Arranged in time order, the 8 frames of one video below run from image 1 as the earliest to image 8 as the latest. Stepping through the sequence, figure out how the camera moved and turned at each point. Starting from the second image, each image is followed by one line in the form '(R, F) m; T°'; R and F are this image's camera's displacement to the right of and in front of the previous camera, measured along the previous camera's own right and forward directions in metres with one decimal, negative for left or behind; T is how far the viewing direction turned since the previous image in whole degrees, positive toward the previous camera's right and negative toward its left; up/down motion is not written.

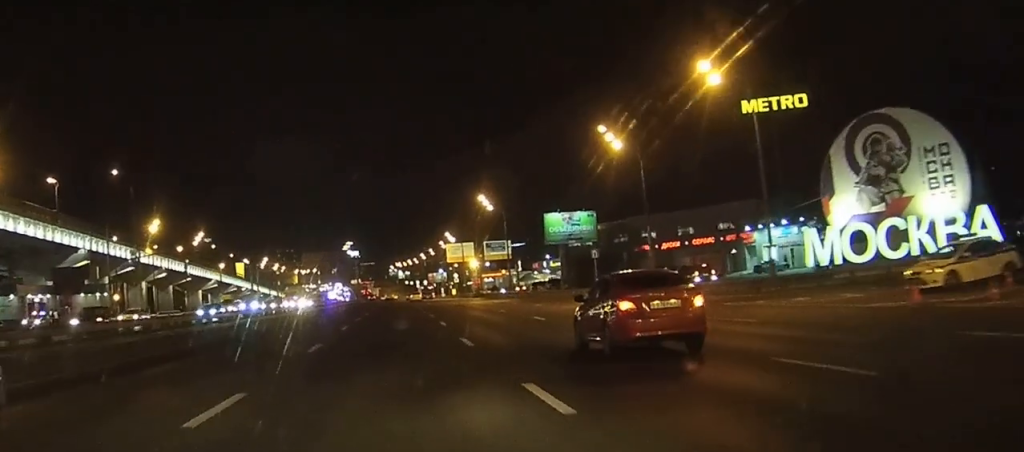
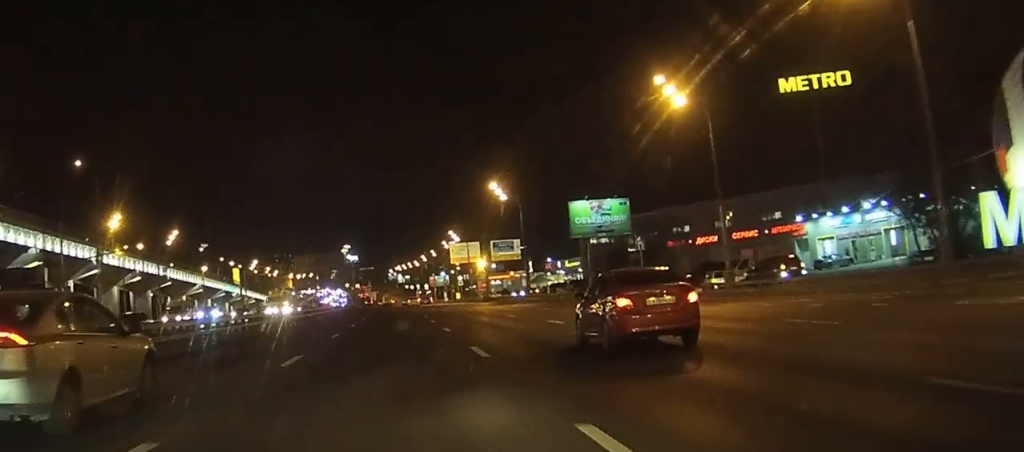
(0.0, +16.0) m; 0°
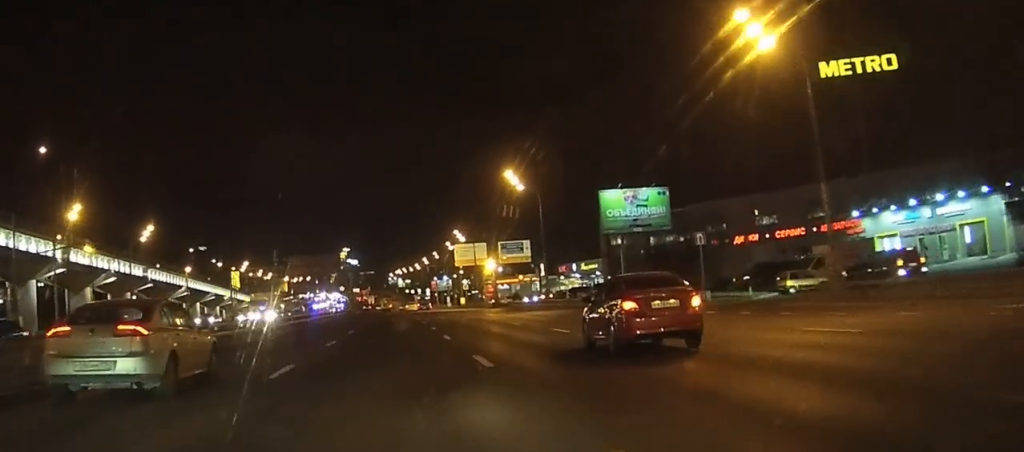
(0.0, +13.3) m; 0°
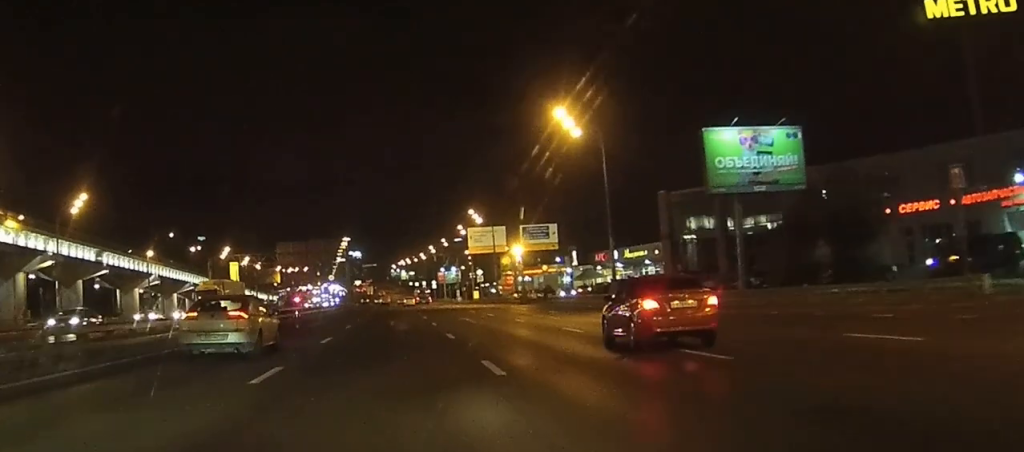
(+0.1, +26.0) m; 0°
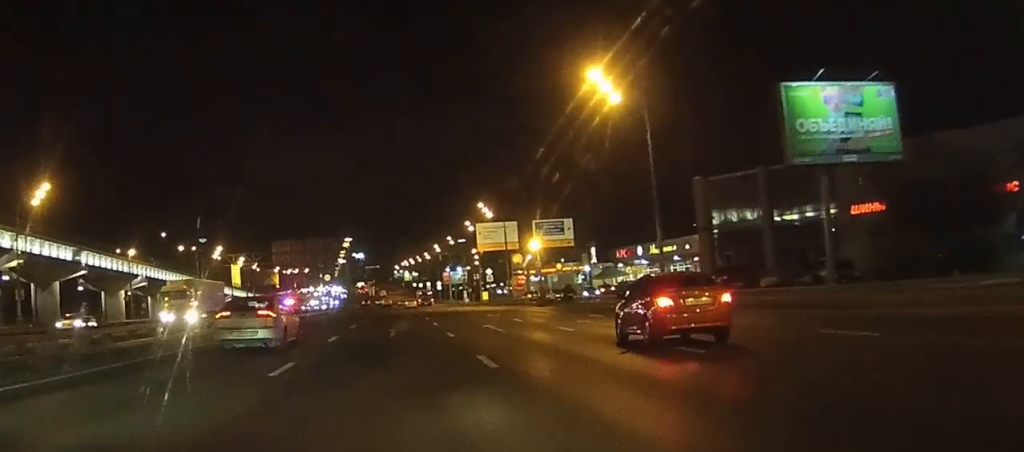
(0.0, +10.6) m; 0°
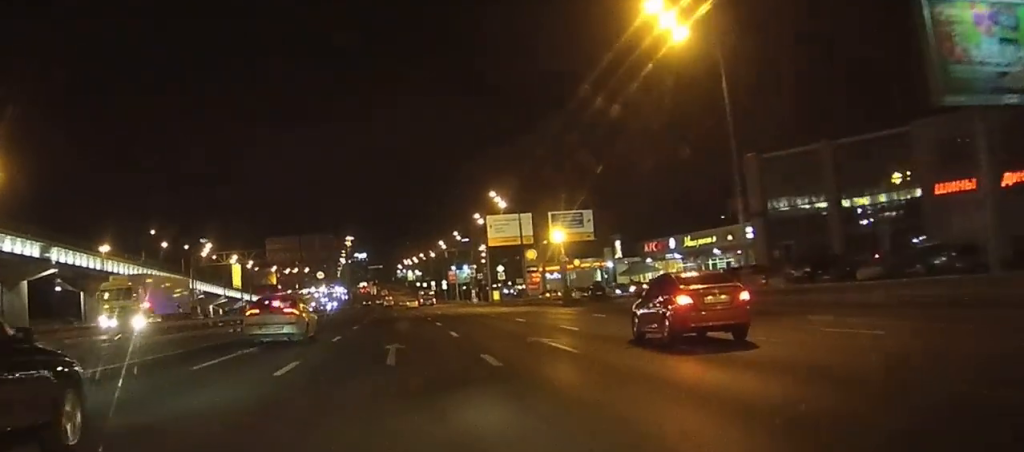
(0.0, +12.0) m; 0°
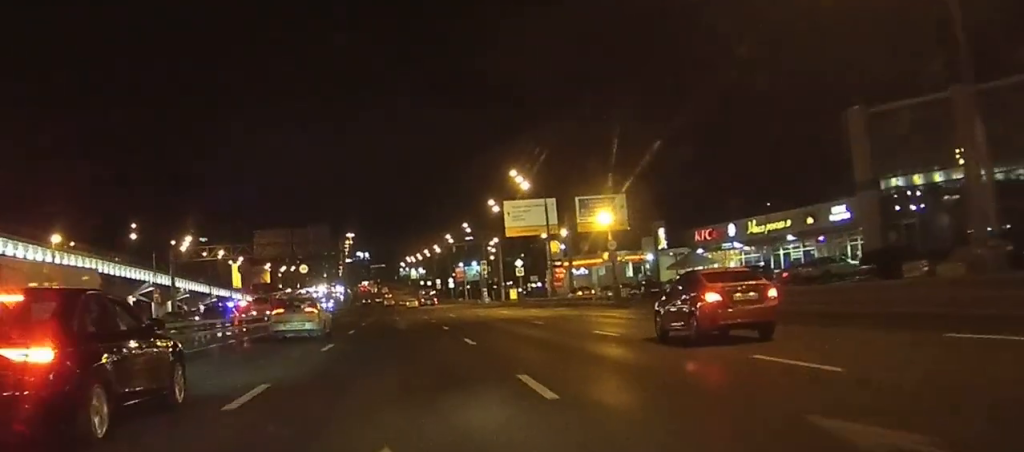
(+0.1, +16.9) m; 0°
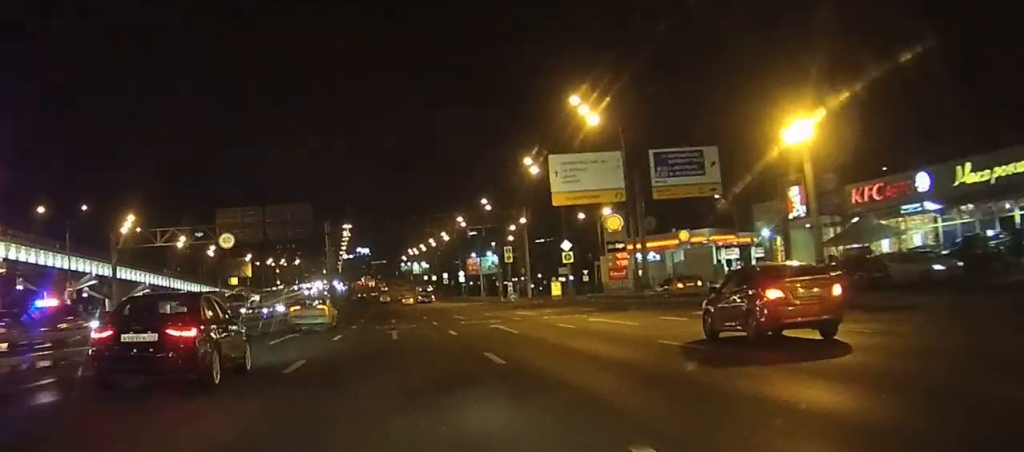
(-0.1, +30.9) m; -1°
